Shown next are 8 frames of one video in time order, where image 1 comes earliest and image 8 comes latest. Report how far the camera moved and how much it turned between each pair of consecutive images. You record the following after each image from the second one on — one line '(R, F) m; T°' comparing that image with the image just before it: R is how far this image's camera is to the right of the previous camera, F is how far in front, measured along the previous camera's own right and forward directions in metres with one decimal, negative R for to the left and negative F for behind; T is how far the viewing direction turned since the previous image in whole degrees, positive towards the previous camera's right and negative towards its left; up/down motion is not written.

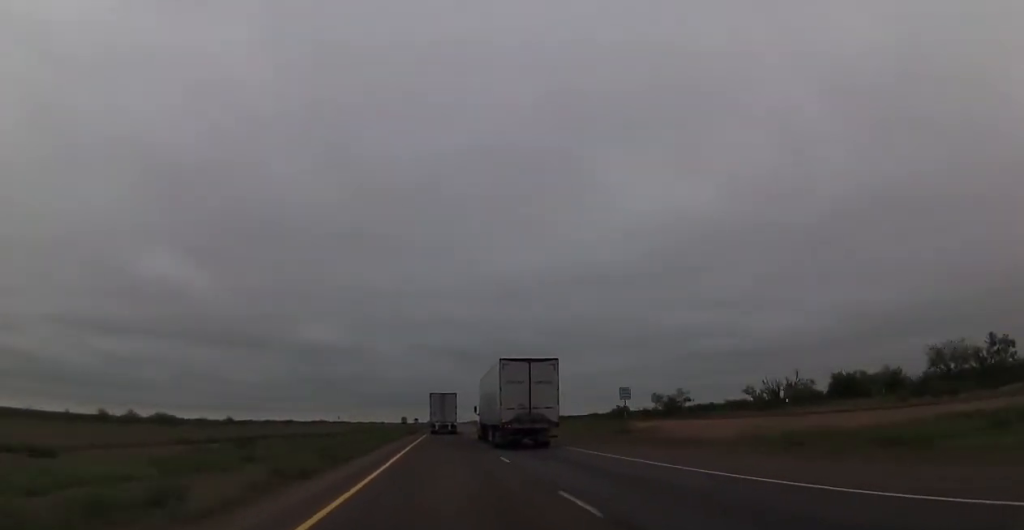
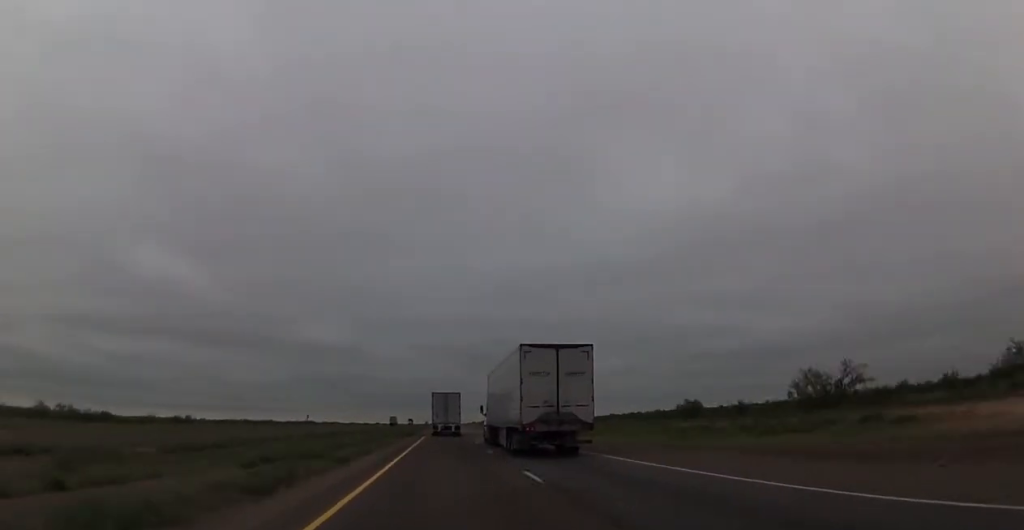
(-0.6, +43.3) m; -1°
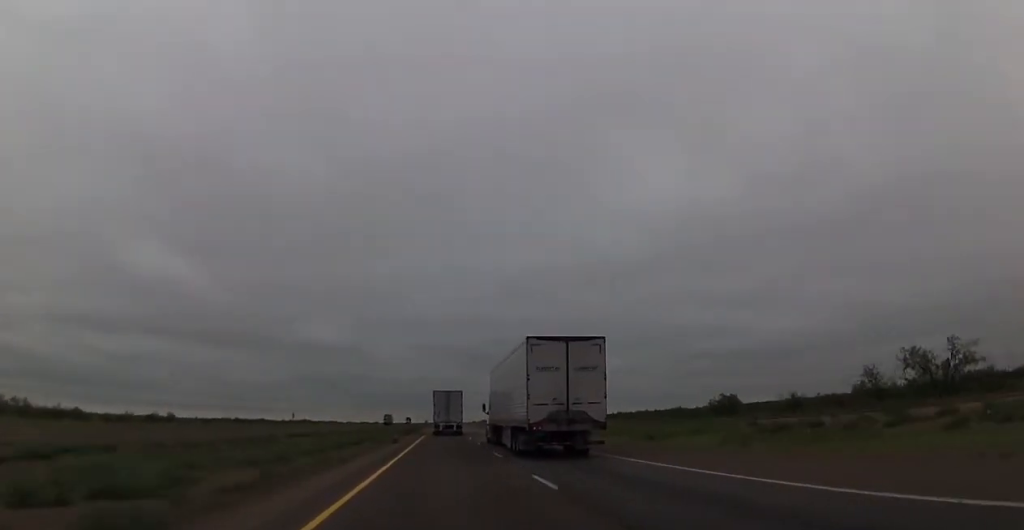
(+0.1, +14.2) m; 0°
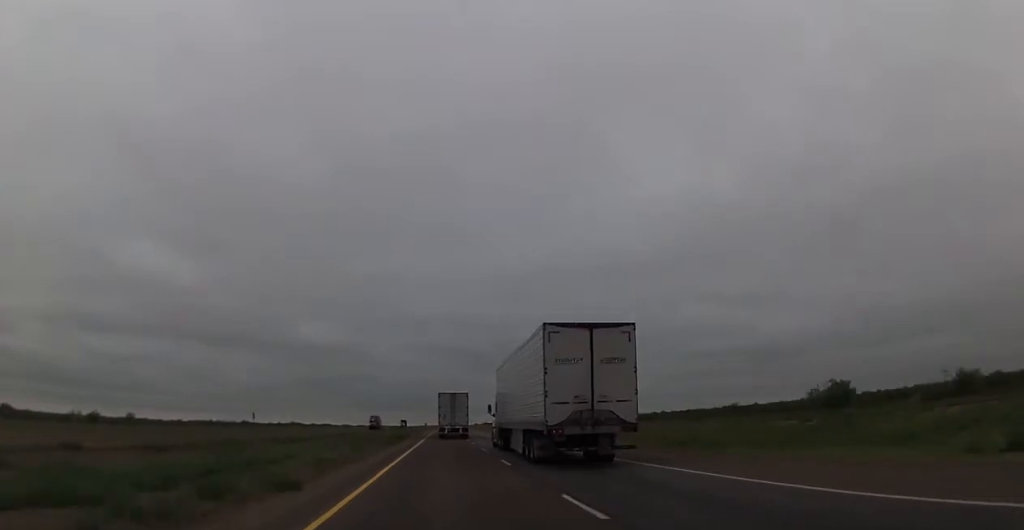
(+0.2, +28.2) m; +1°
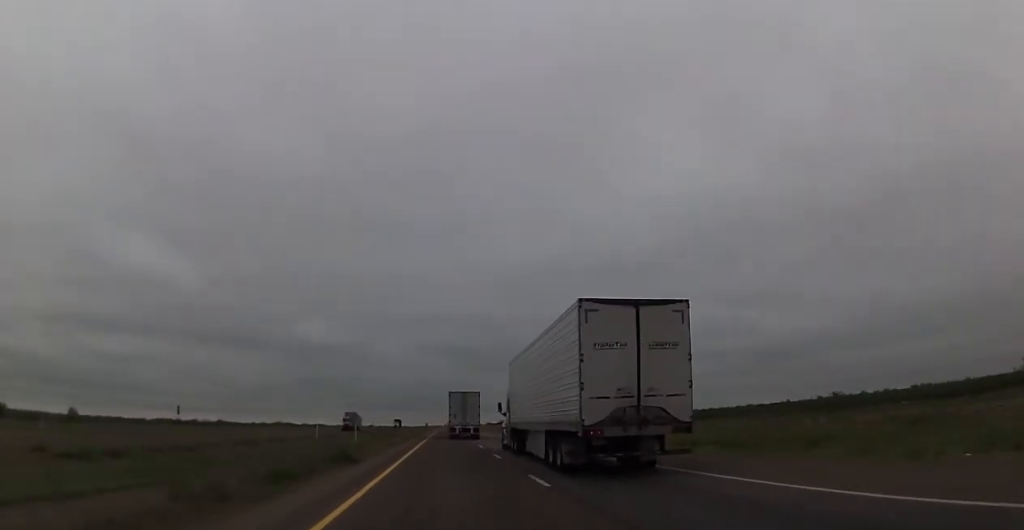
(+0.1, +31.2) m; 0°
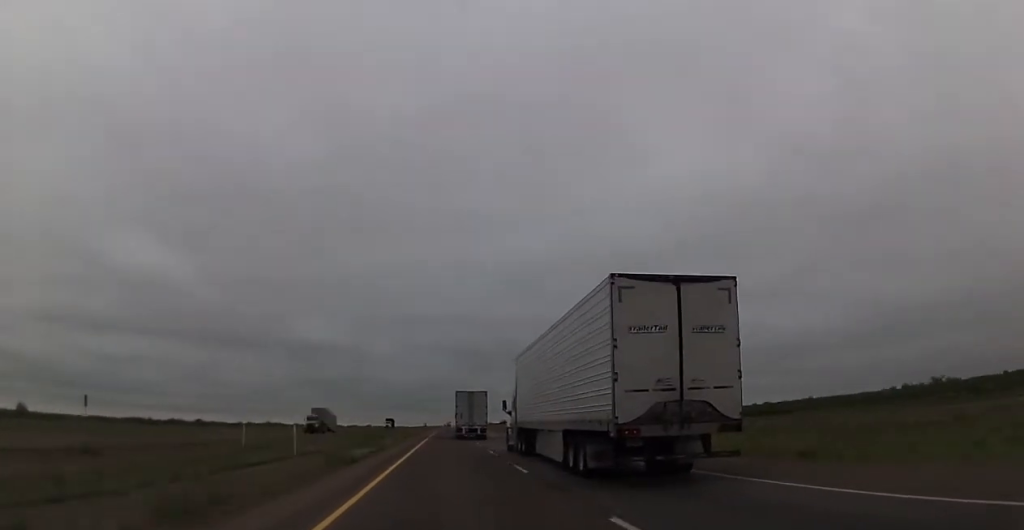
(-0.1, +20.3) m; 0°
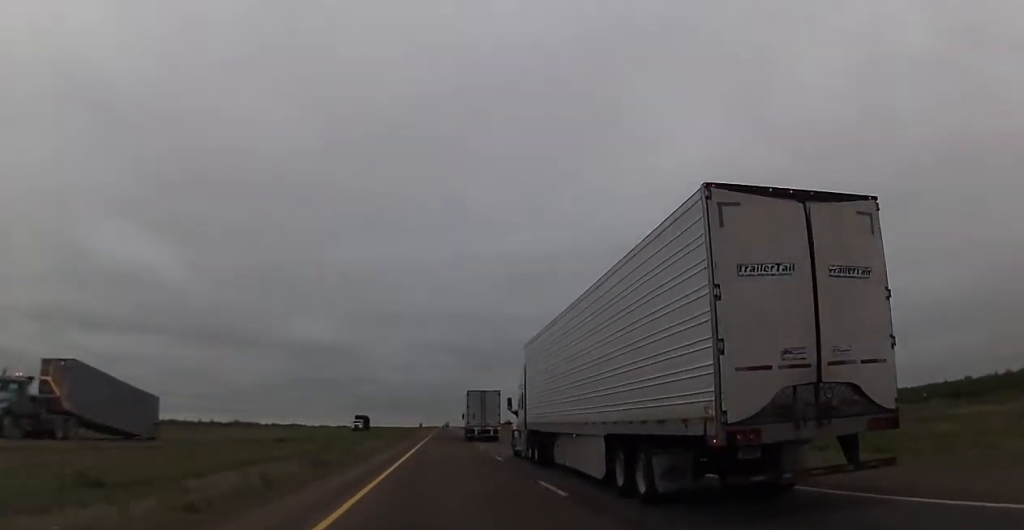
(0.0, +41.7) m; 0°
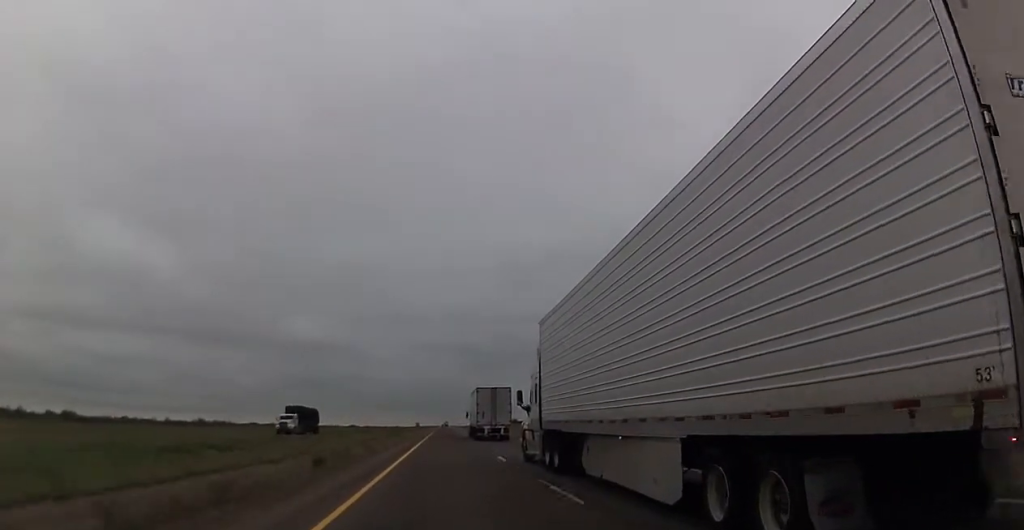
(0.0, +37.5) m; 0°
